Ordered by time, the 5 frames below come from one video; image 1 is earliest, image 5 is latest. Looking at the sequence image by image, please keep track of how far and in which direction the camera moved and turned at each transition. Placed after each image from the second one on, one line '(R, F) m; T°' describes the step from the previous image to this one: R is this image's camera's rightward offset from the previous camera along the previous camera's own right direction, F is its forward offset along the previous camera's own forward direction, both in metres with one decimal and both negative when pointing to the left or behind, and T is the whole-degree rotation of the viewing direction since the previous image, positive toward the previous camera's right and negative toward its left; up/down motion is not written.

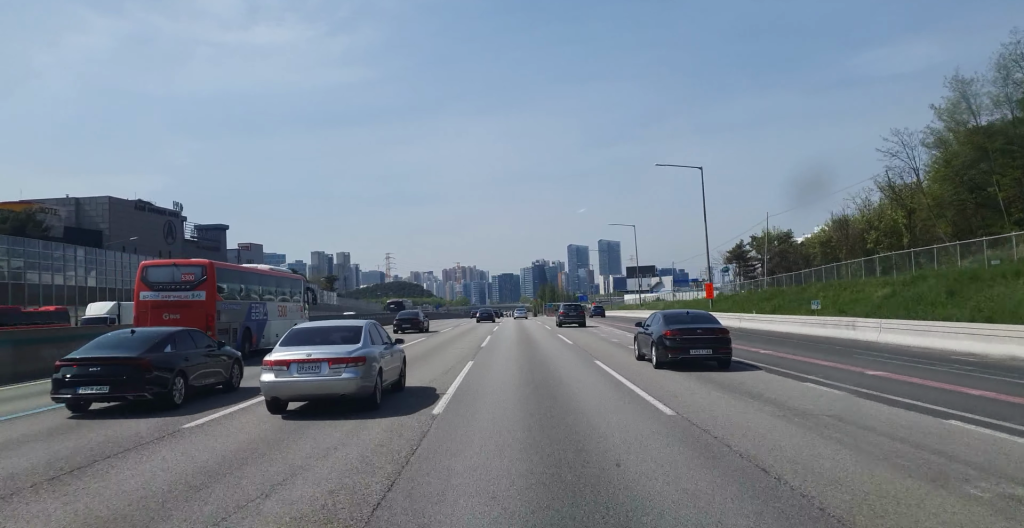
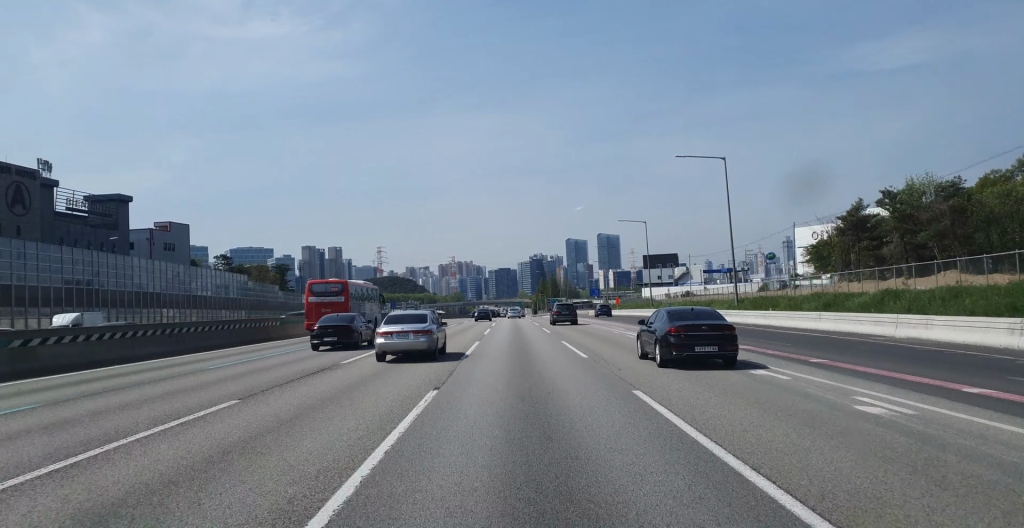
(+0.1, +48.2) m; -1°
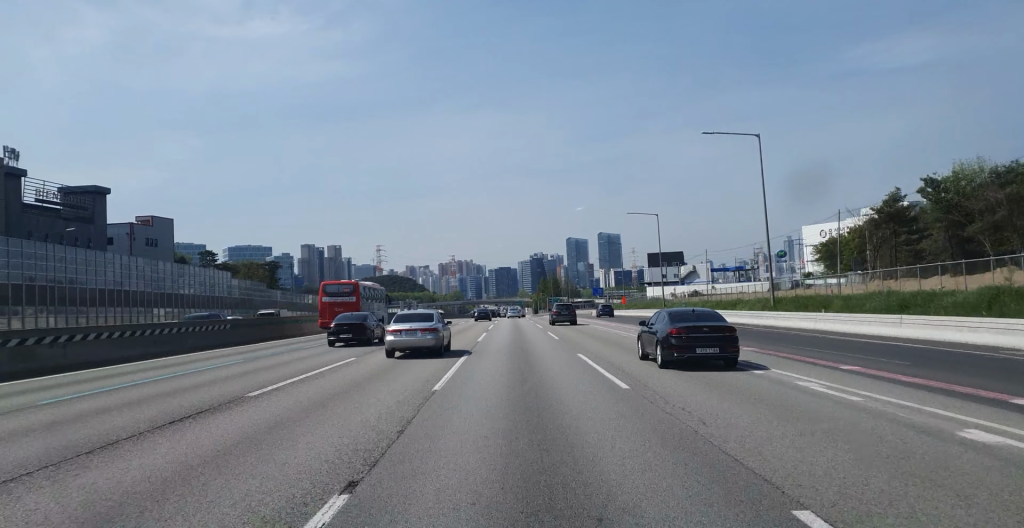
(0.0, +8.3) m; -1°
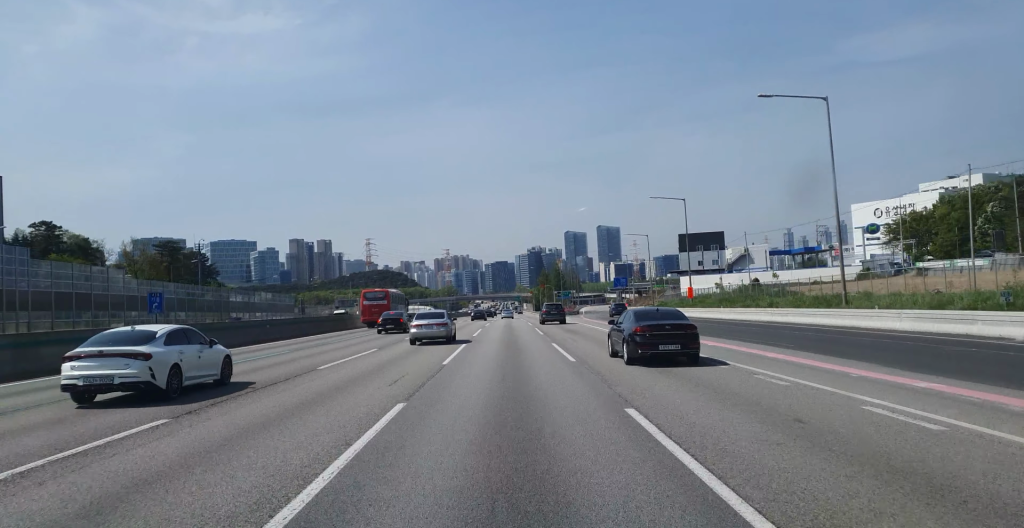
(+0.6, +53.0) m; +2°
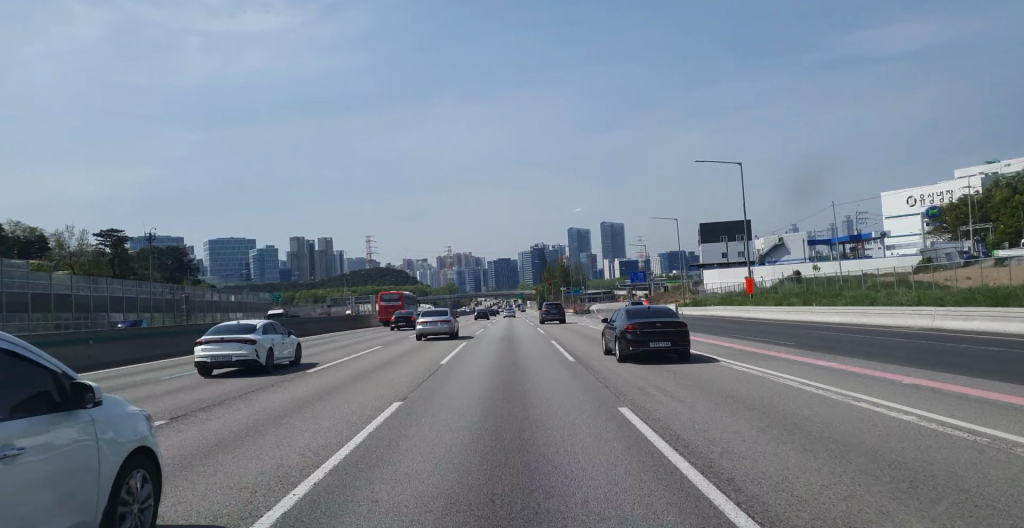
(-0.2, +19.8) m; 0°
